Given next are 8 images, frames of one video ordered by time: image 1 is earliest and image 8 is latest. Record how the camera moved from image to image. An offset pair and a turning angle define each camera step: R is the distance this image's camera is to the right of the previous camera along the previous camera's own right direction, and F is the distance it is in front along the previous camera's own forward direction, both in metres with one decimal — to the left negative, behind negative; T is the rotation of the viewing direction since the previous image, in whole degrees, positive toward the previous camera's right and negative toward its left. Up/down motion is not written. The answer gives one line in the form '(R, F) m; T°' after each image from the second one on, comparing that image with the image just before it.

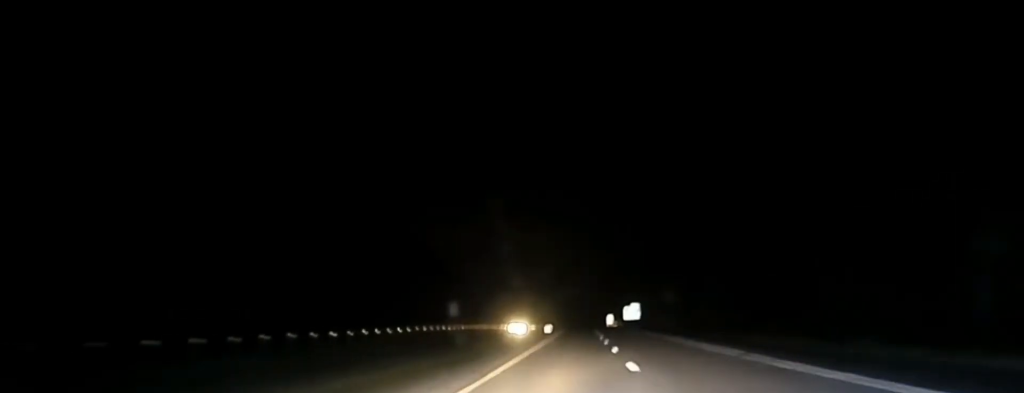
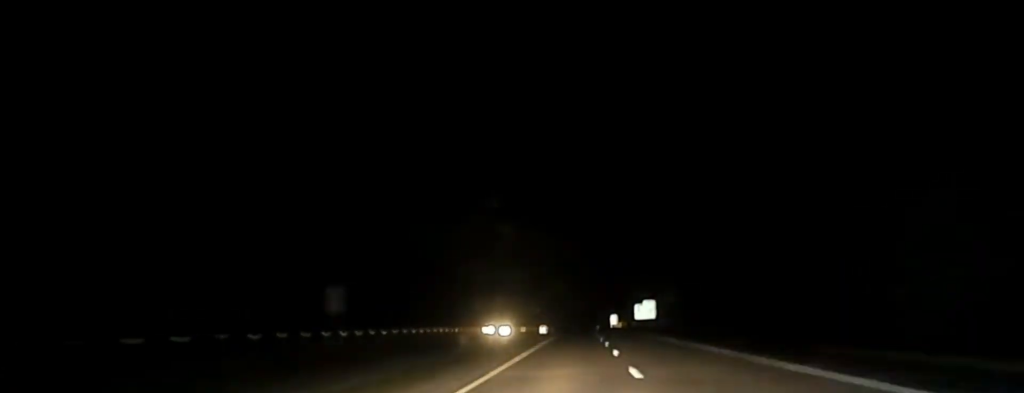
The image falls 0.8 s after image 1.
(-0.2, +53.2) m; 0°
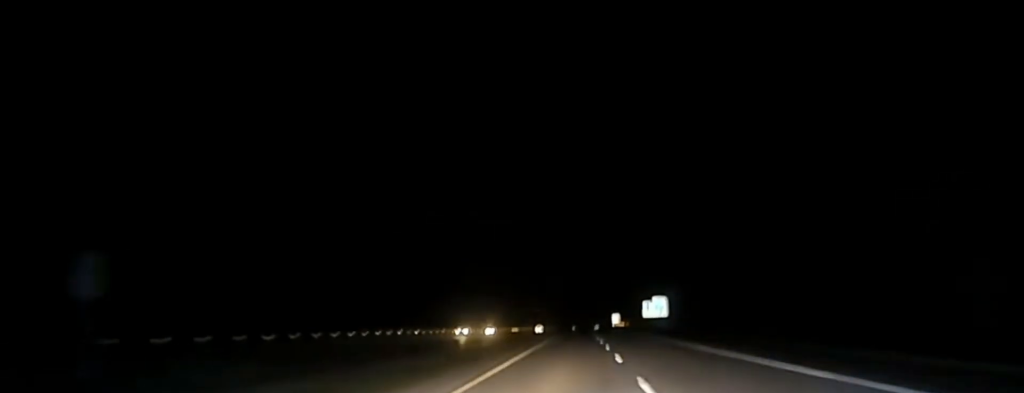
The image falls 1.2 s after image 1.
(+0.2, +27.4) m; 0°
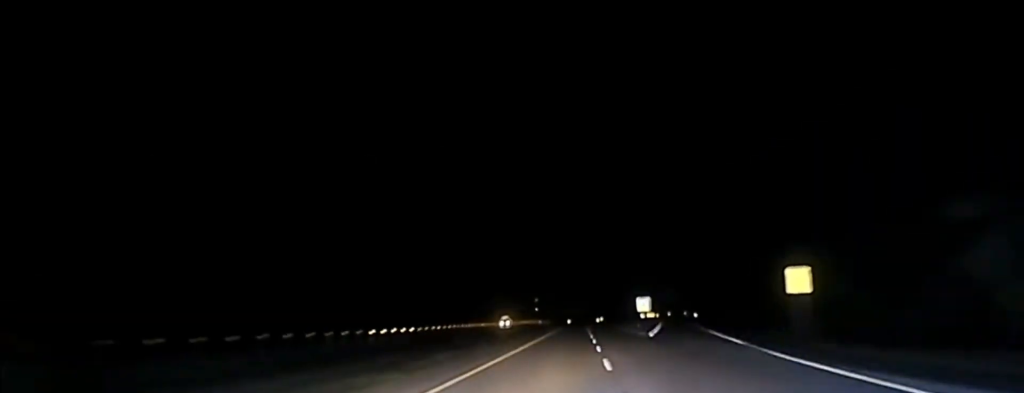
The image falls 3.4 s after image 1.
(-0.2, +156.5) m; -1°
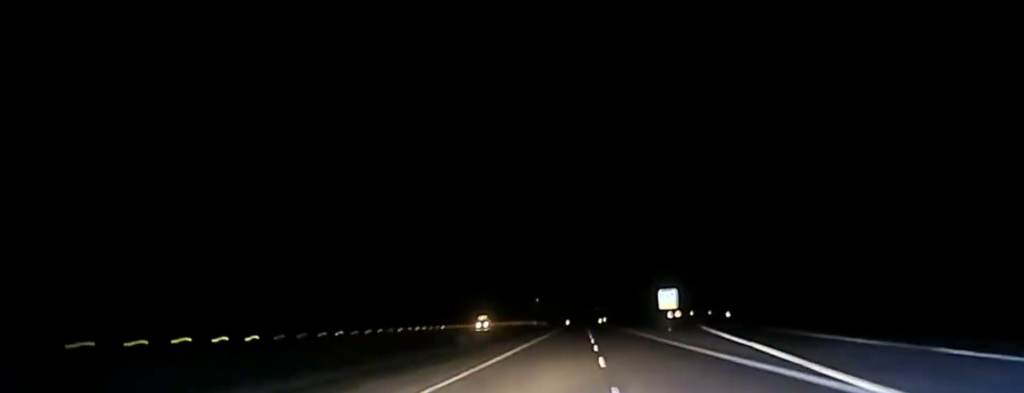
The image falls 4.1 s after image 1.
(-0.1, +52.5) m; 0°
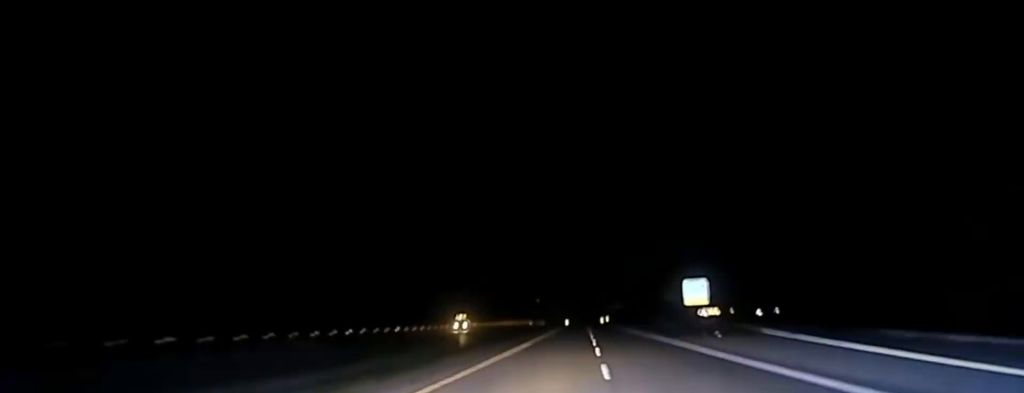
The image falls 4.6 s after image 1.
(0.0, +32.1) m; 0°
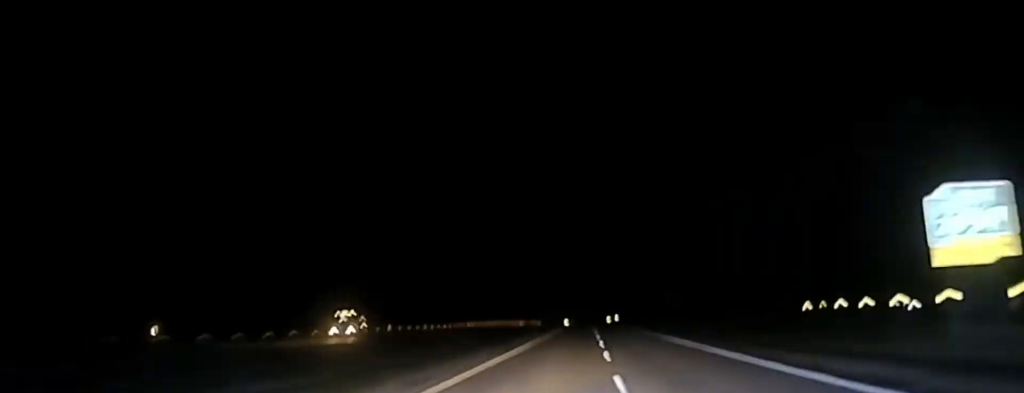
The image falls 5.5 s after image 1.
(0.0, +59.9) m; 0°
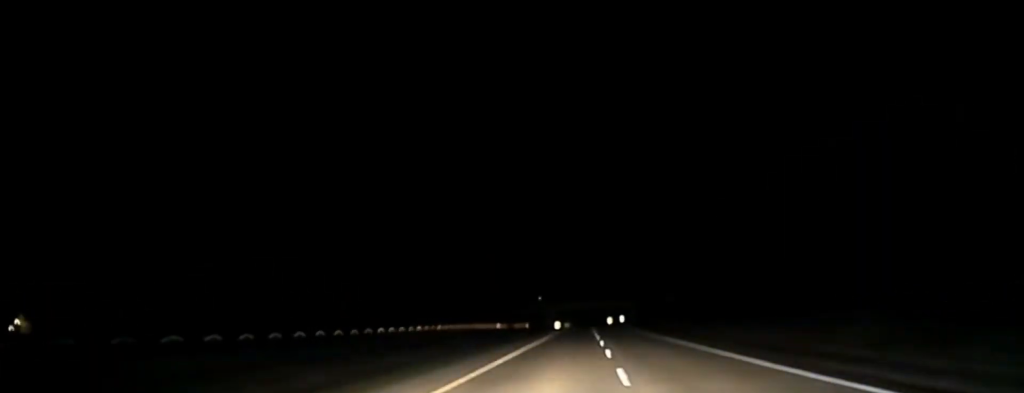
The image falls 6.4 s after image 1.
(0.0, +55.8) m; 0°
